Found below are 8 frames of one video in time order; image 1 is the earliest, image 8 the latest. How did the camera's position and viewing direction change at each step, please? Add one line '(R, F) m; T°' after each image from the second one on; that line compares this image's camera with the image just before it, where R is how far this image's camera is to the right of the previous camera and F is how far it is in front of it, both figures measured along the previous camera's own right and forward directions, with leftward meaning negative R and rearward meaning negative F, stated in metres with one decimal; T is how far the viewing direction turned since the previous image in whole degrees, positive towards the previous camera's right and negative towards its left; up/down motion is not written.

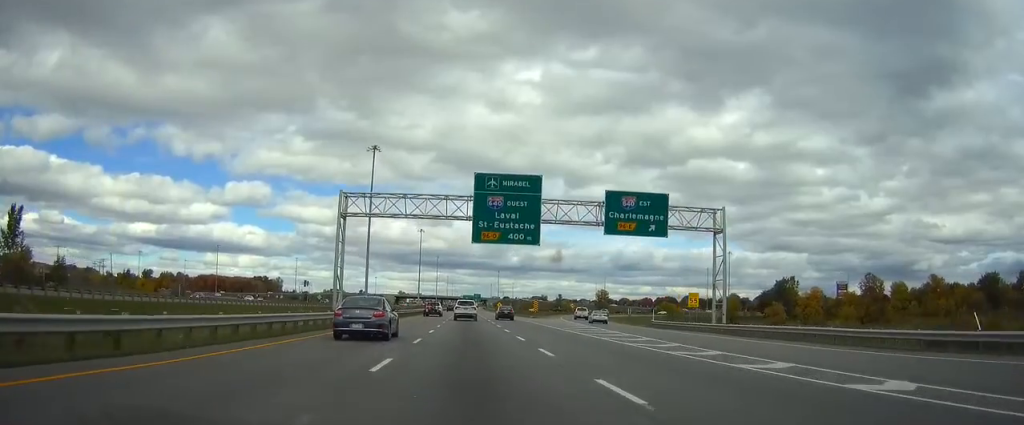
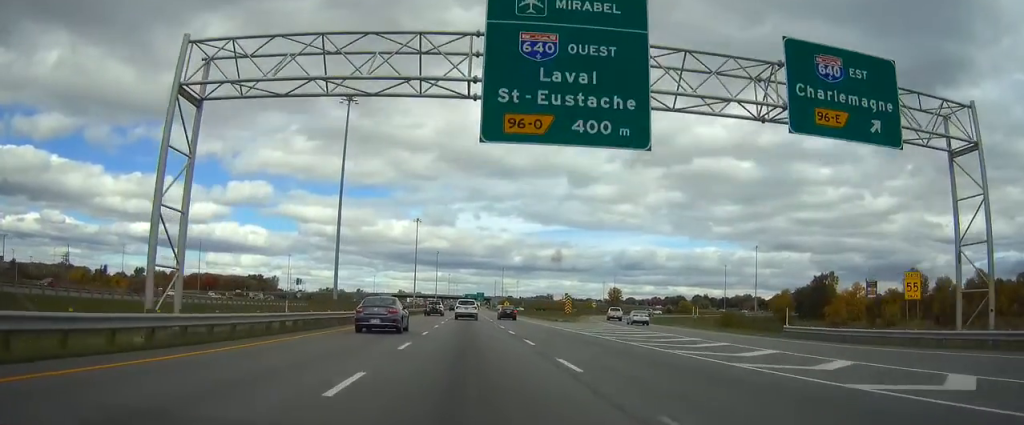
(0.0, +30.5) m; 0°
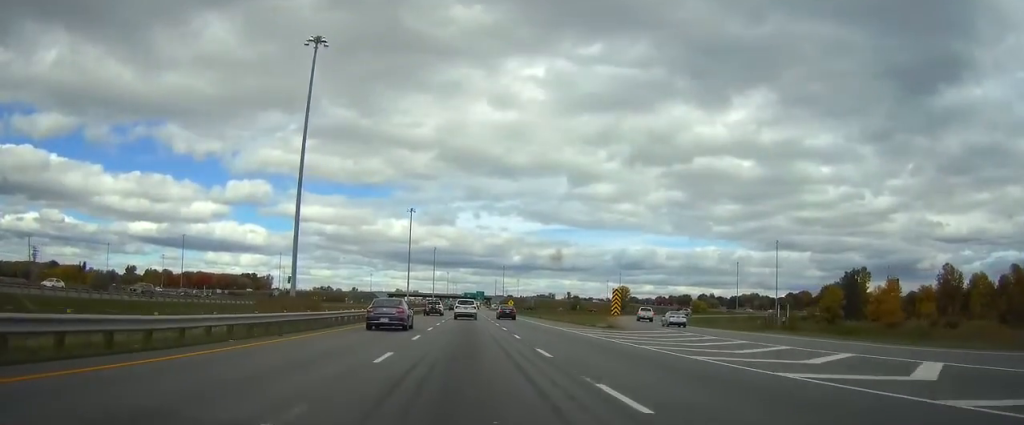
(0.0, +22.7) m; 0°
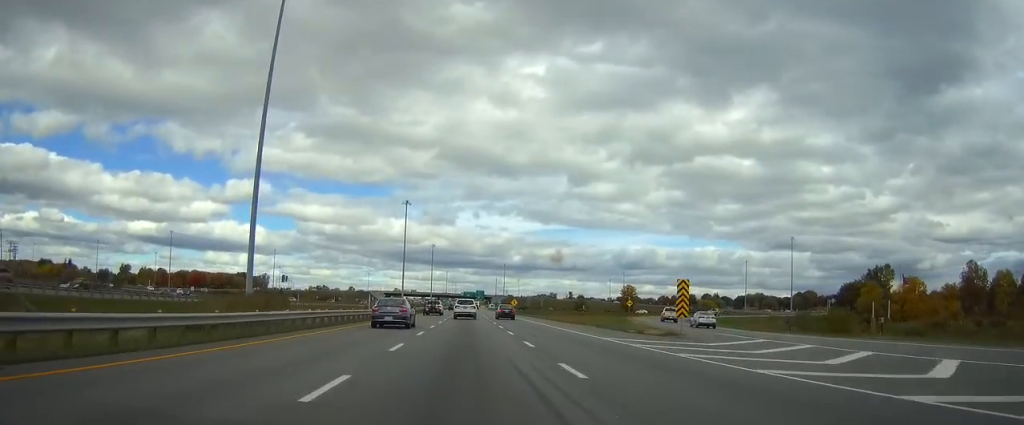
(0.0, +14.8) m; 0°
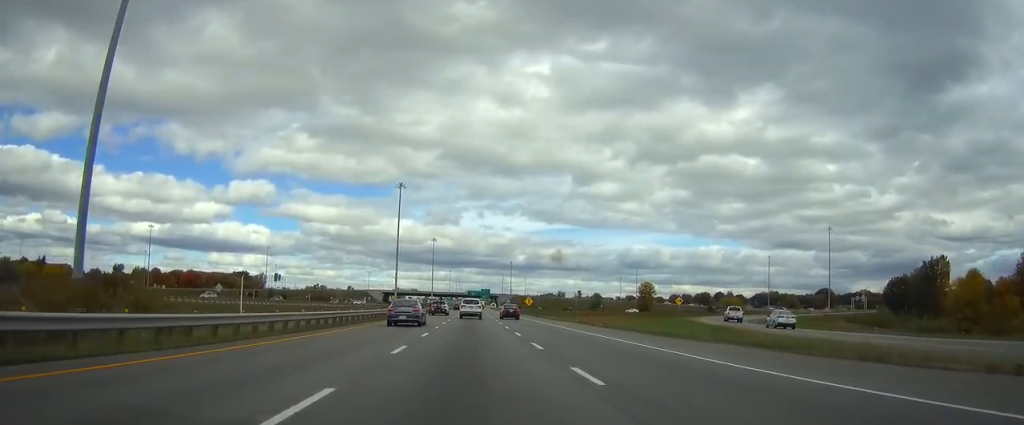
(0.0, +28.6) m; 0°
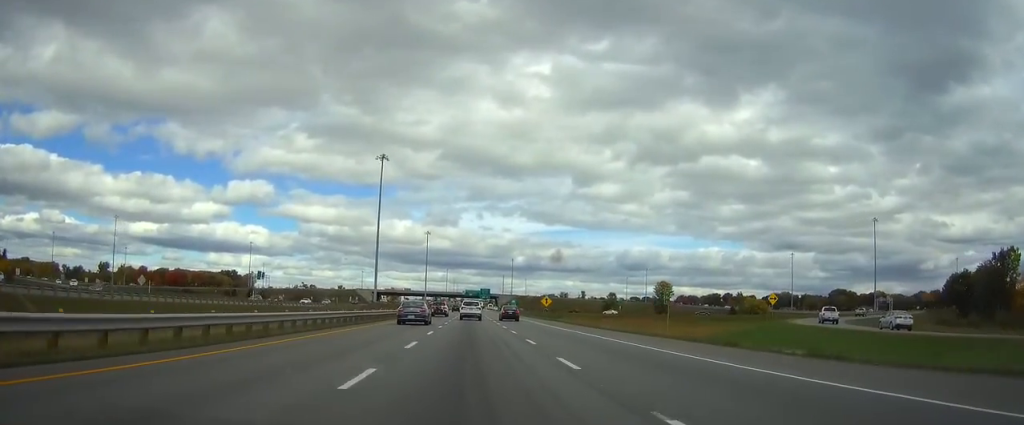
(0.0, +33.5) m; 0°
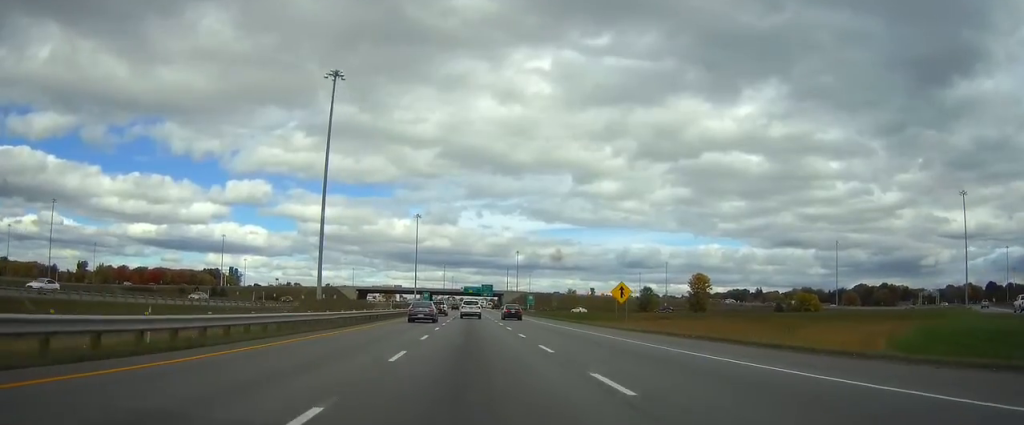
(0.0, +50.3) m; 0°
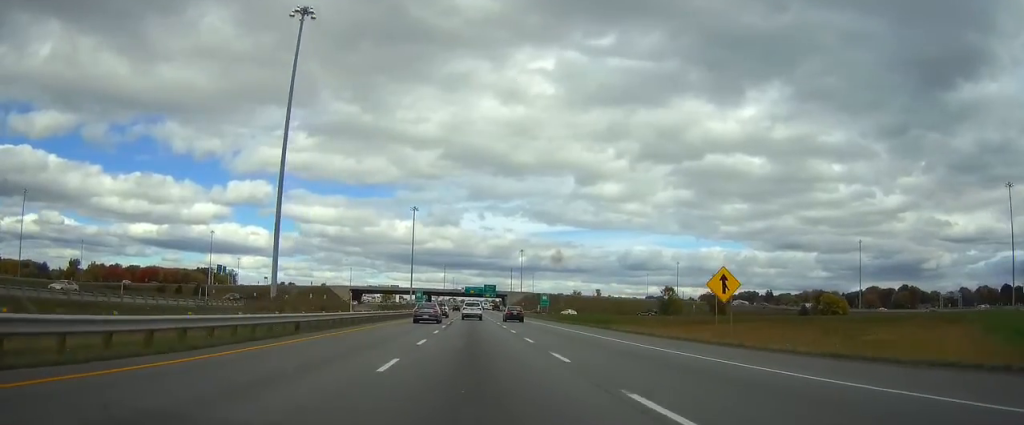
(0.0, +20.7) m; 0°
